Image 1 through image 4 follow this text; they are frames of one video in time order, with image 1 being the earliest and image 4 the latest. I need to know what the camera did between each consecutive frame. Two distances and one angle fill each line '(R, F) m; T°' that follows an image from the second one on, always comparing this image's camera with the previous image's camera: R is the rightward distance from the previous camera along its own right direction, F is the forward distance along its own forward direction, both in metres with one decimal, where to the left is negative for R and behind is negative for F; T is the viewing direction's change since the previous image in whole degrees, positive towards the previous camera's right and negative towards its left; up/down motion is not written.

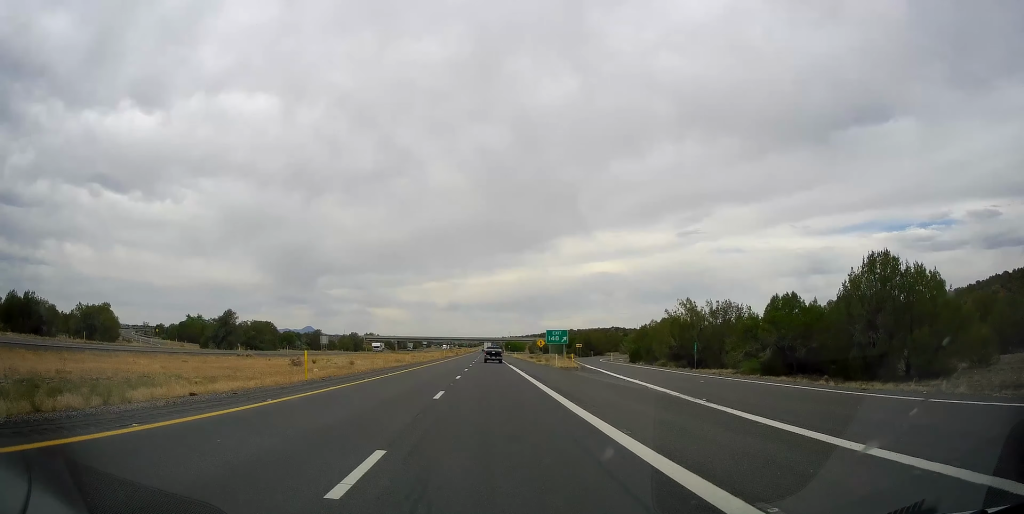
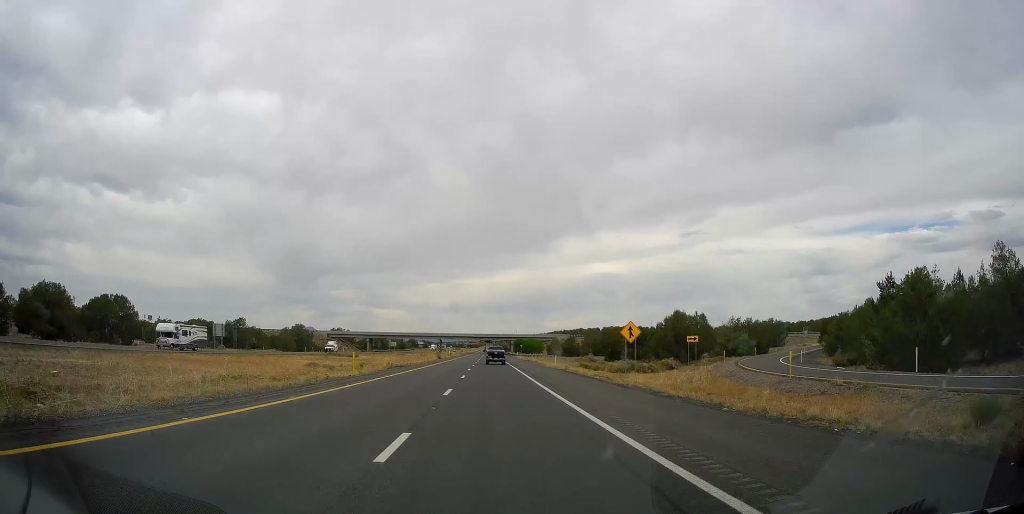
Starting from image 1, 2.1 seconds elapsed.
(-0.6, +62.0) m; -1°
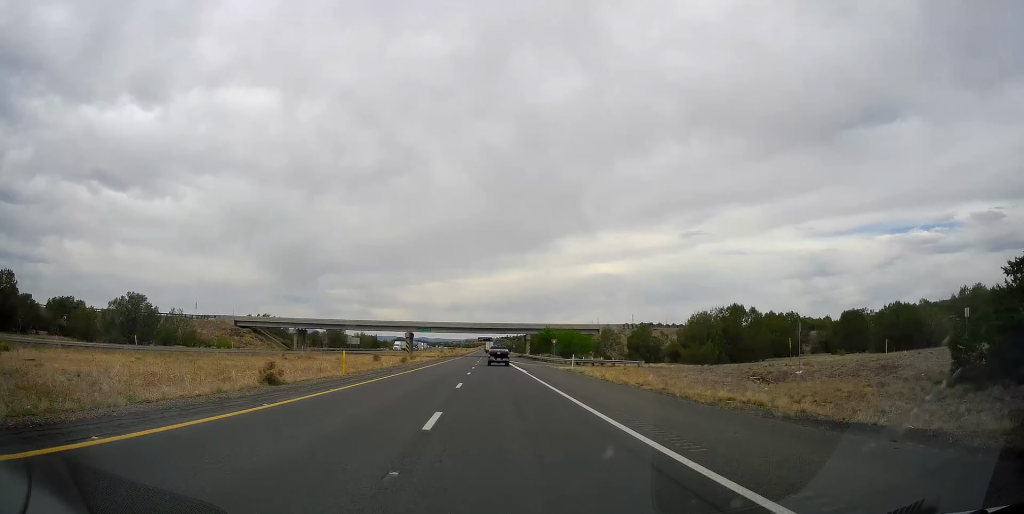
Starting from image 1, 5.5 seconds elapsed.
(-0.1, +99.5) m; +1°
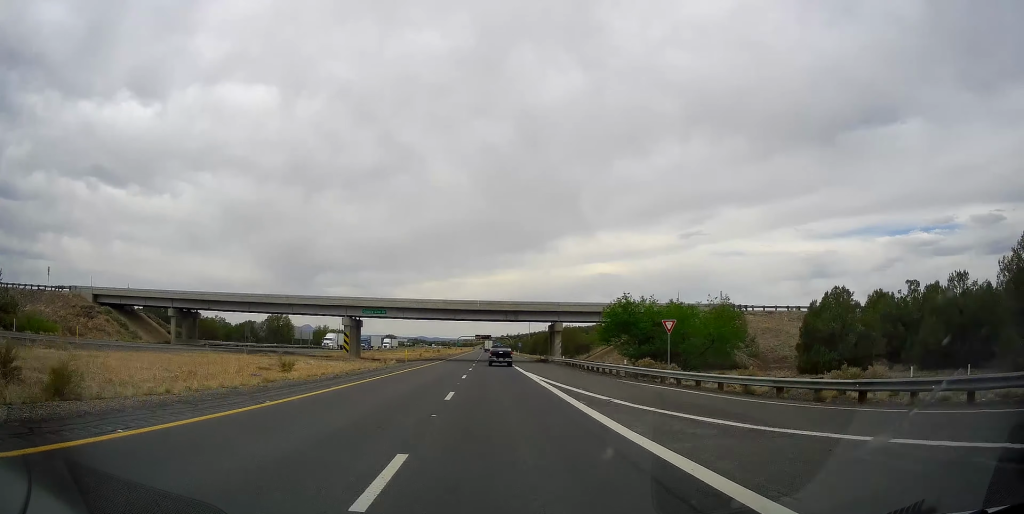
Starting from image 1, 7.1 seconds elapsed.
(-0.5, +52.5) m; -1°
